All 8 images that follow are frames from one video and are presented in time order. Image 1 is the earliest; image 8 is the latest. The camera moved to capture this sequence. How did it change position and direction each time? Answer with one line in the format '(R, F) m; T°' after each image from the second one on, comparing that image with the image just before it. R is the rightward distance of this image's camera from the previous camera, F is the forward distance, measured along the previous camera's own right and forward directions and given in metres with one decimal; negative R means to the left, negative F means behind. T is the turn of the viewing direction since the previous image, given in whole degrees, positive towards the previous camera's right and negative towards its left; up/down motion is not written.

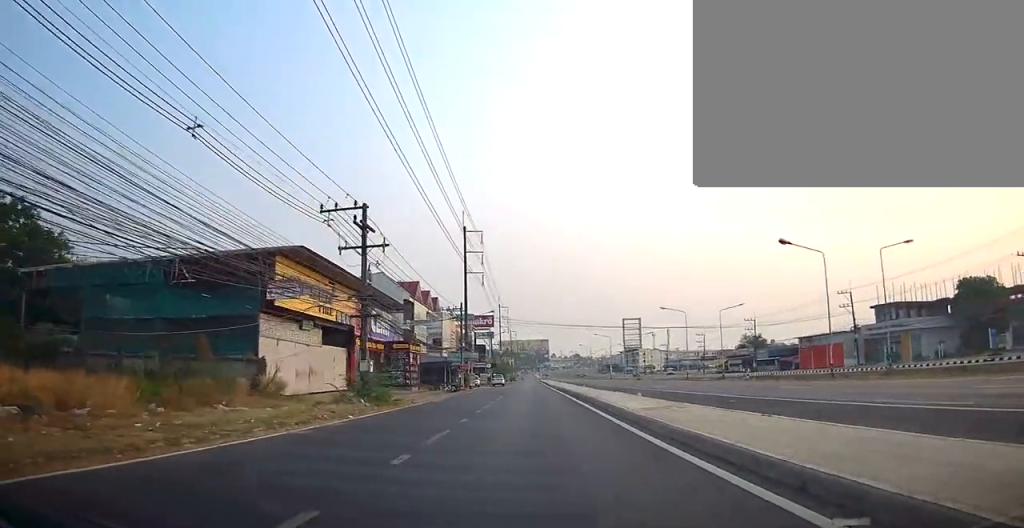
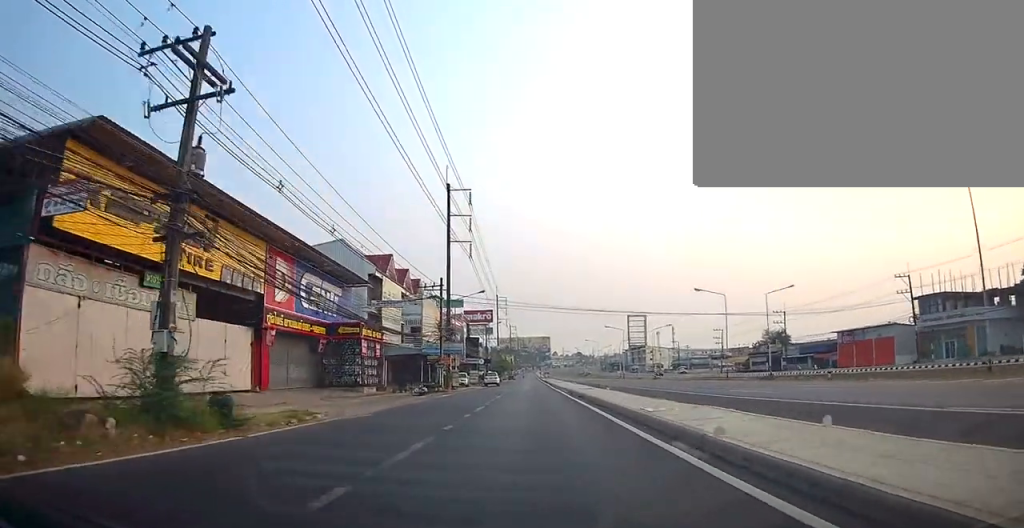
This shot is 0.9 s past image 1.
(0.0, +14.8) m; 0°
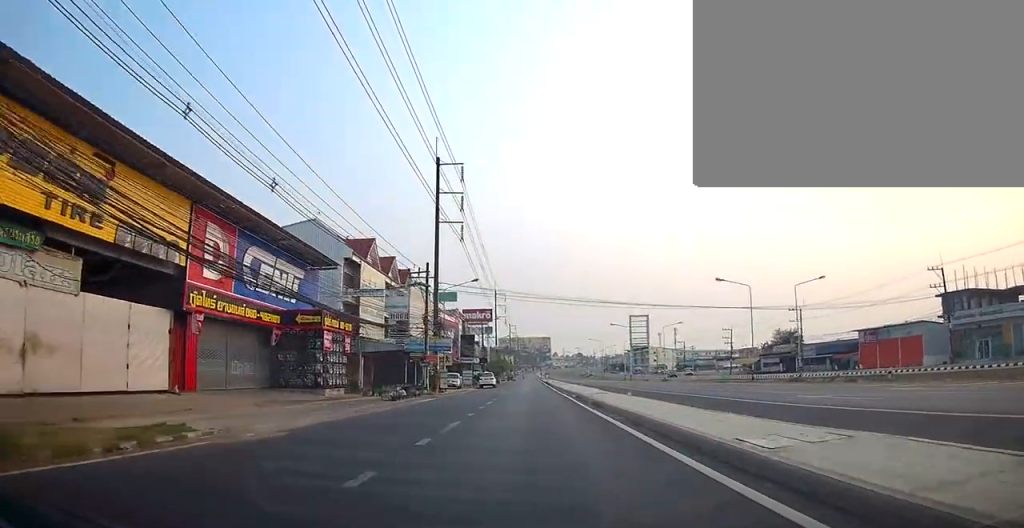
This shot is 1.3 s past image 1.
(0.0, +6.9) m; +1°
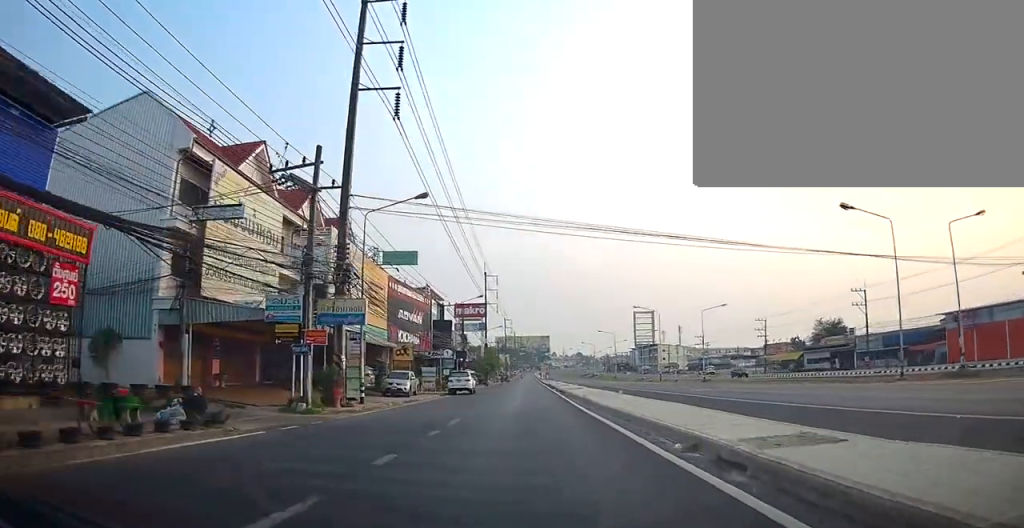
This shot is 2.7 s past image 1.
(+0.7, +22.6) m; -1°
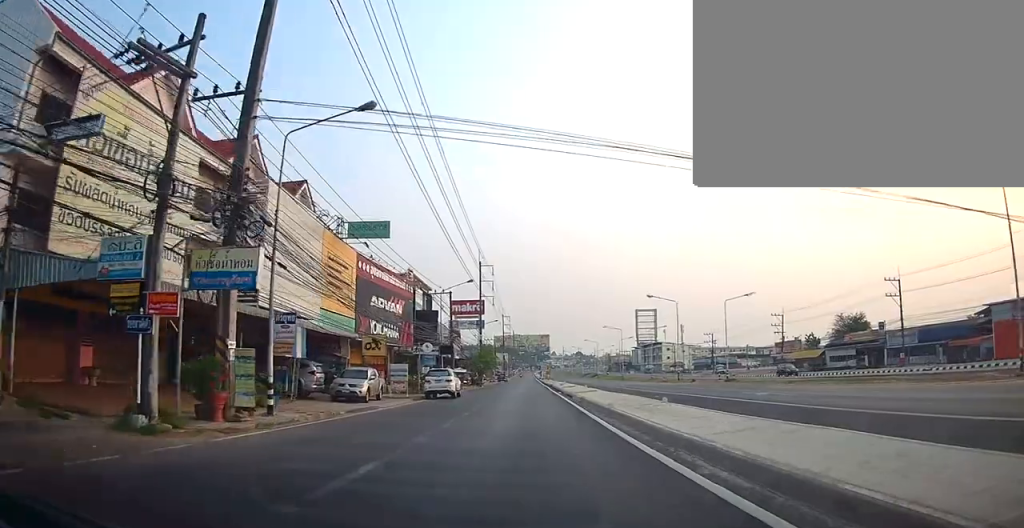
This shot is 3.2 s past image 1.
(-0.3, +9.0) m; -1°
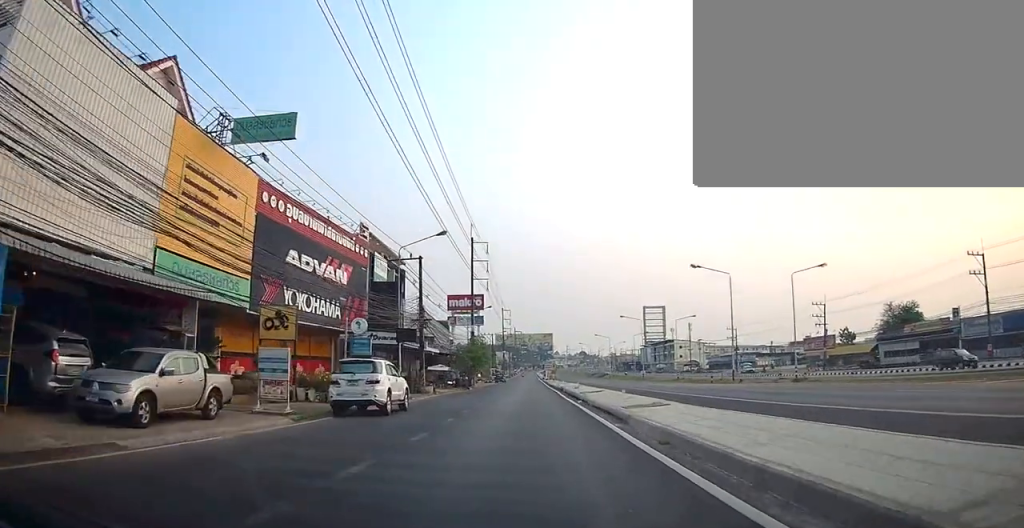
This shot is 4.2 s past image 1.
(-0.5, +16.3) m; +1°
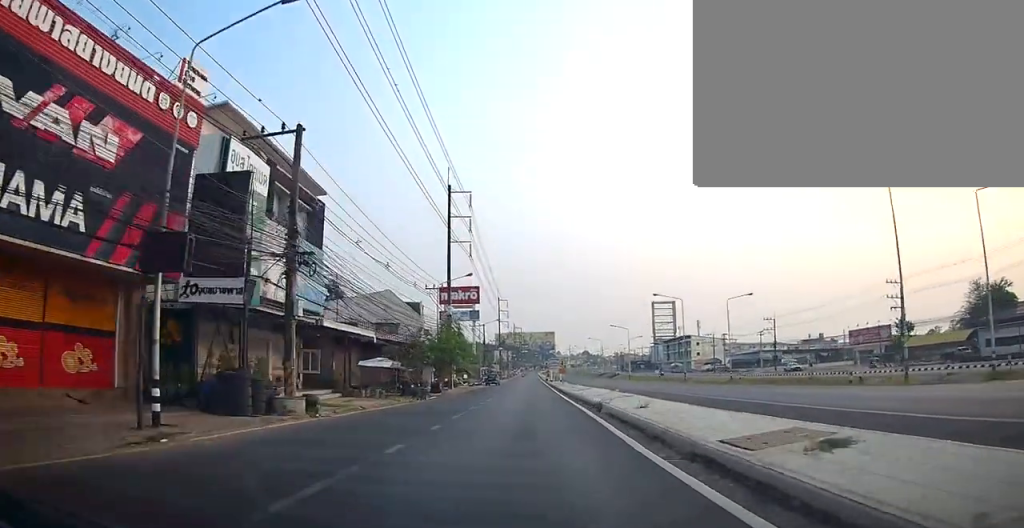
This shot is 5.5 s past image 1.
(+1.3, +22.1) m; +2°
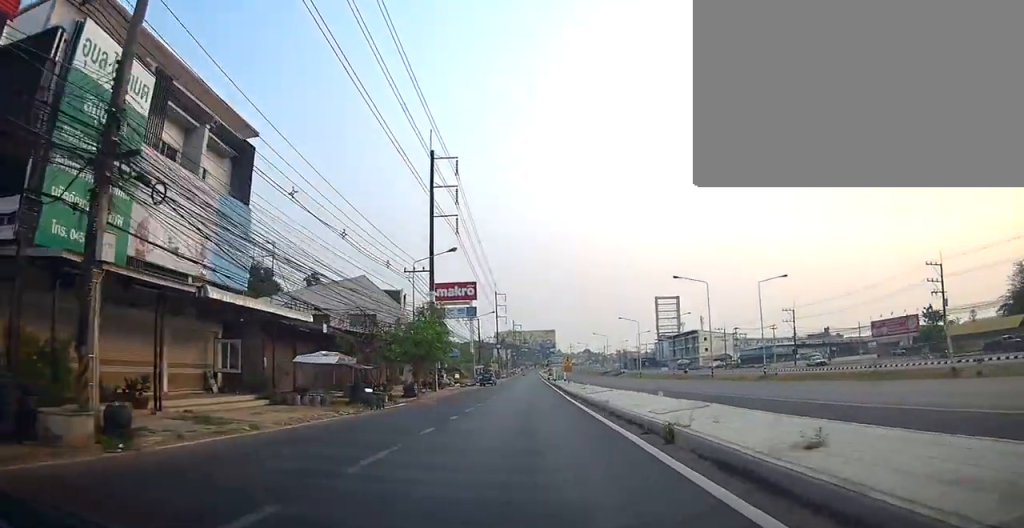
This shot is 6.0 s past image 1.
(0.0, +9.1) m; -2°
